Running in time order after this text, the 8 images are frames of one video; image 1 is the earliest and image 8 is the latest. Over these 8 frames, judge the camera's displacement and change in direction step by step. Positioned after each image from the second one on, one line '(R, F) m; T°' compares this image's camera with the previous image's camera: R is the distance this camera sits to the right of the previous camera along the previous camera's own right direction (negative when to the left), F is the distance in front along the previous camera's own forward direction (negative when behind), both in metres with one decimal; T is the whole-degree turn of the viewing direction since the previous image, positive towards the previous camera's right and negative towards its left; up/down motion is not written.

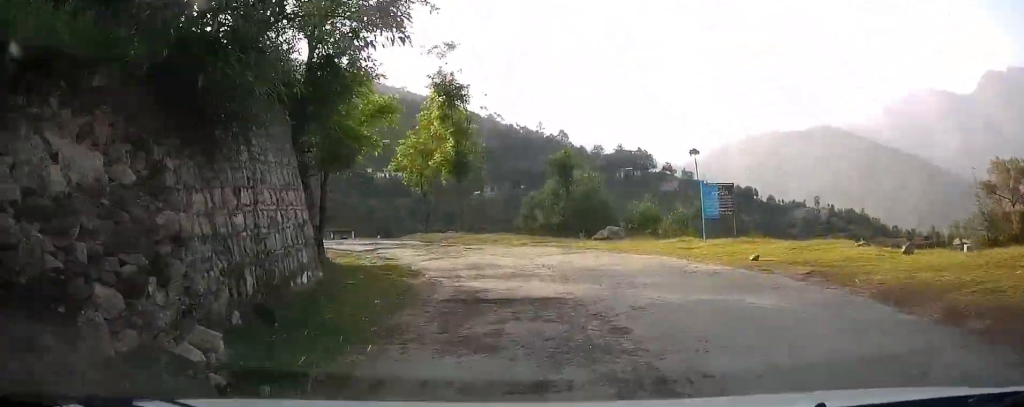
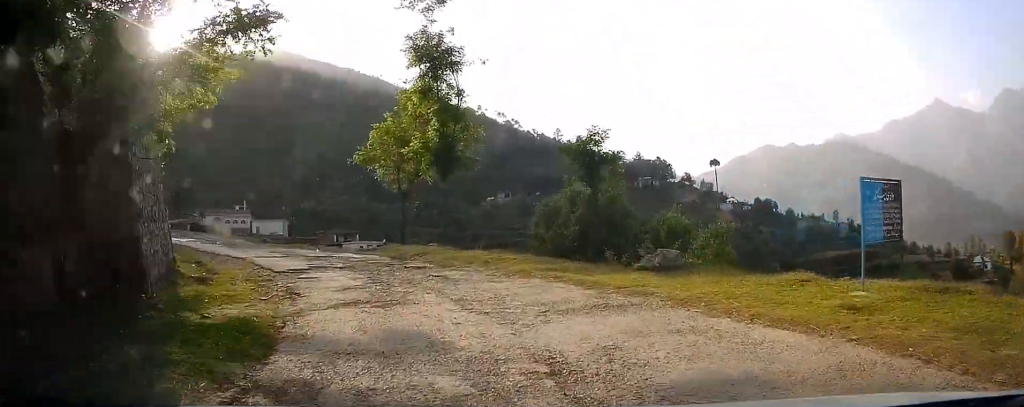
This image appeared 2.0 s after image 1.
(-0.3, +8.5) m; -6°
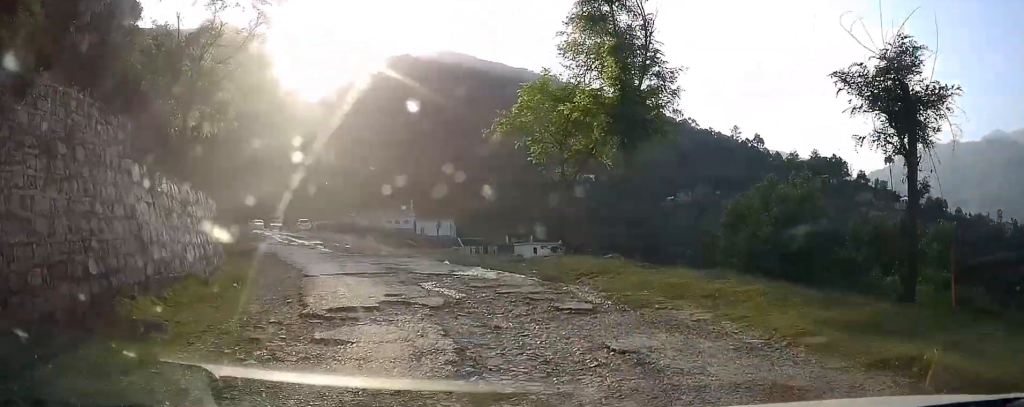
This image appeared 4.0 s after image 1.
(-0.5, +7.3) m; -8°
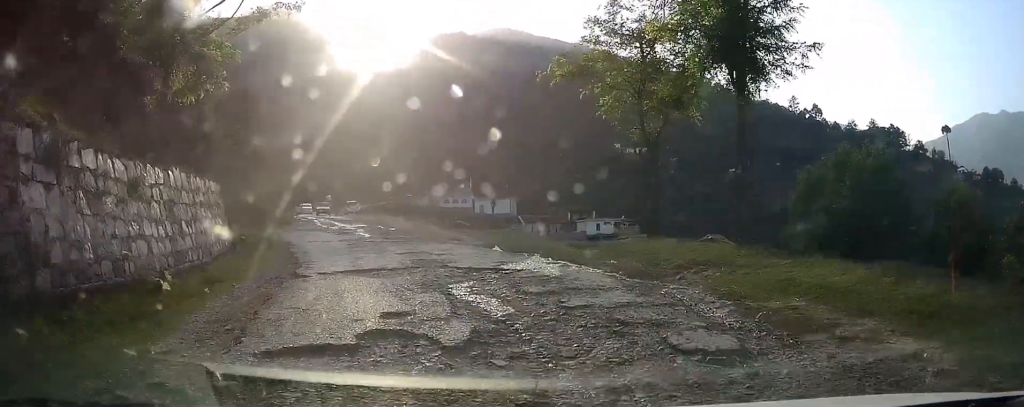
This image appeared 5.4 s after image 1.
(-0.3, +4.5) m; -6°
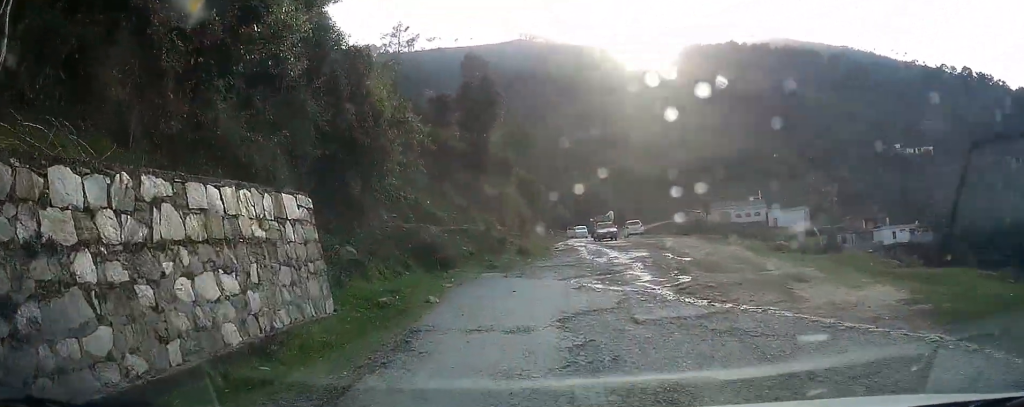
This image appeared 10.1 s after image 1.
(-2.7, +12.4) m; -28°
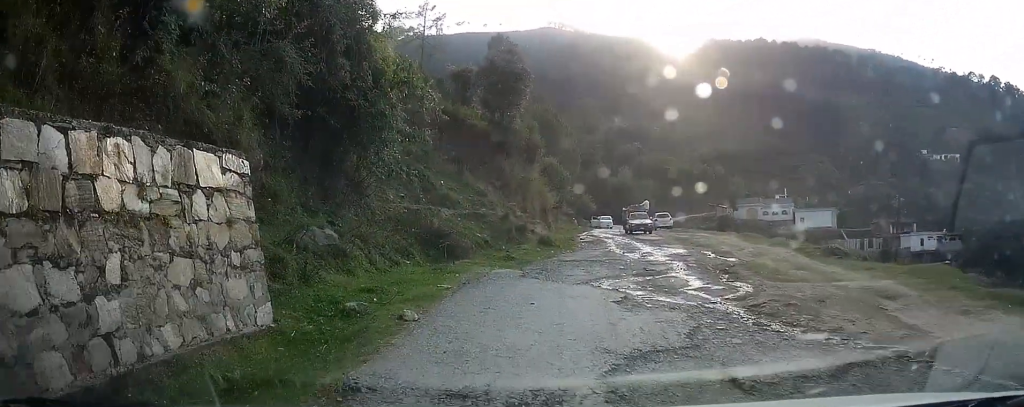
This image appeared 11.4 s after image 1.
(-0.3, +3.2) m; -6°
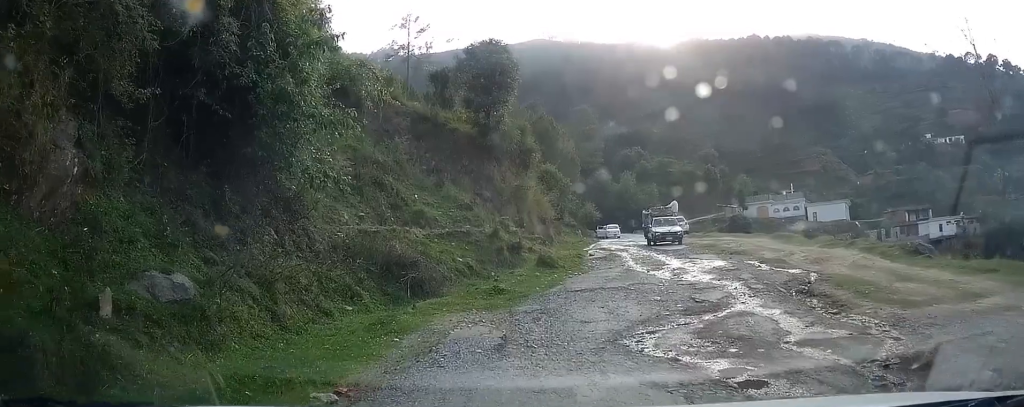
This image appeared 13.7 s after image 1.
(-0.1, +5.4) m; -2°
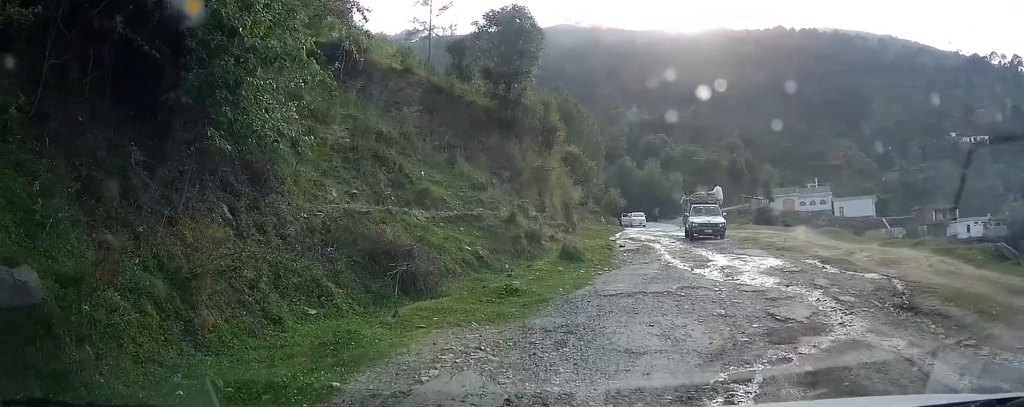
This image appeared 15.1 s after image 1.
(0.0, +3.0) m; 0°
